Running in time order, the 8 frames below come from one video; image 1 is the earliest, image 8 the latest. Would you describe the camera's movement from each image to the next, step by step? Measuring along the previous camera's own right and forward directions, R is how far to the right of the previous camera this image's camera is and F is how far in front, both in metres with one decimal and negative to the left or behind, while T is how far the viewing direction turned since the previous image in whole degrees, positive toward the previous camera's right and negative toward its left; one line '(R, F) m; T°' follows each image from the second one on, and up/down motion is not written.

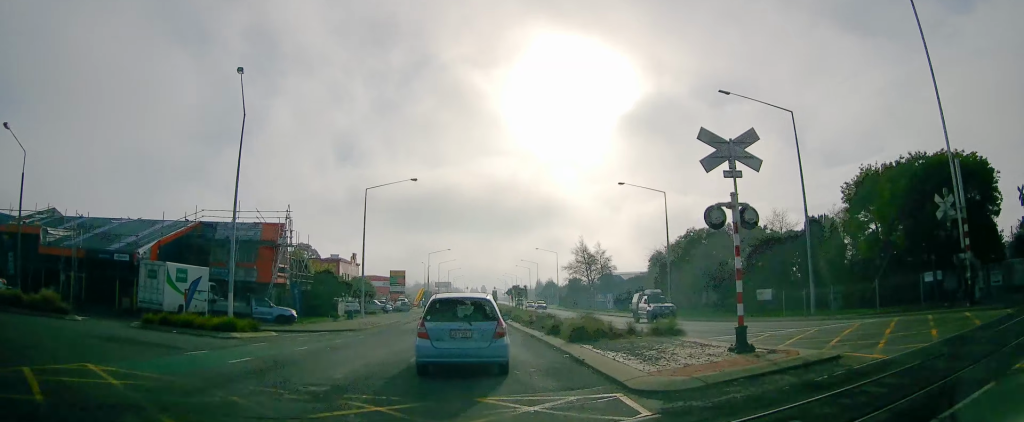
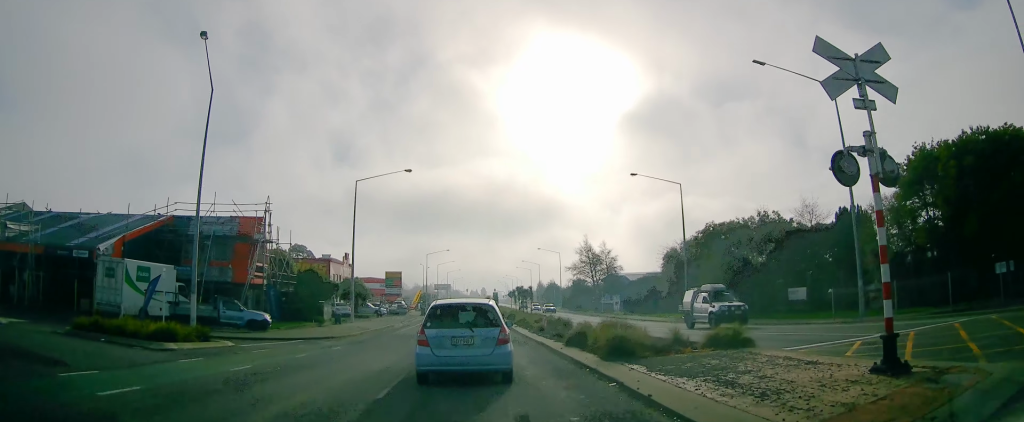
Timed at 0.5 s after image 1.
(0.0, +4.6) m; +1°
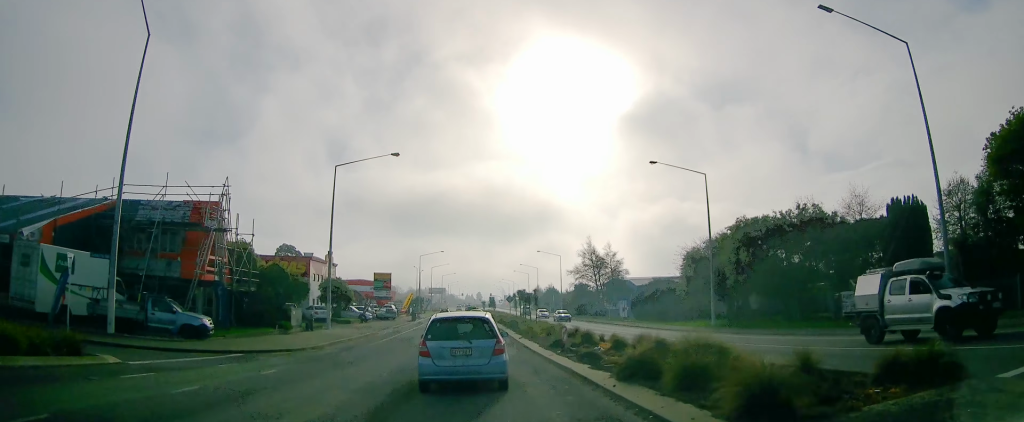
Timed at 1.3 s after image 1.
(+0.2, +7.0) m; +1°
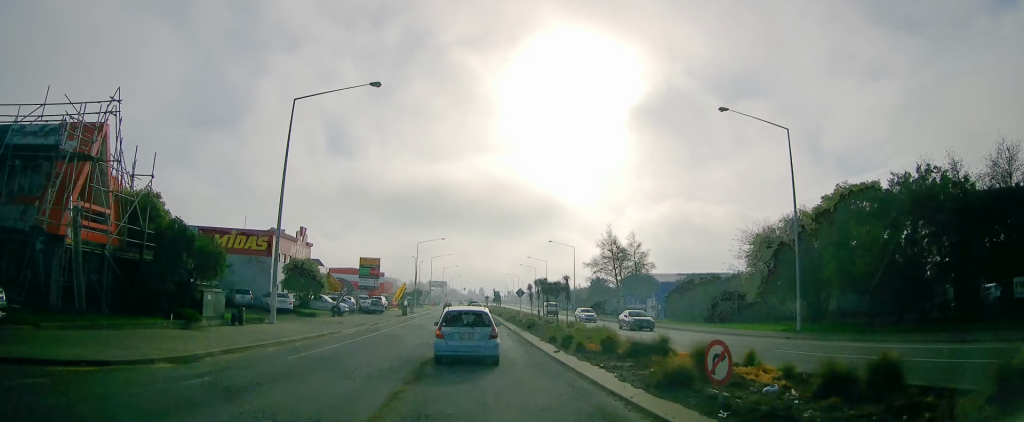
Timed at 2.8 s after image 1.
(-0.2, +13.6) m; -2°
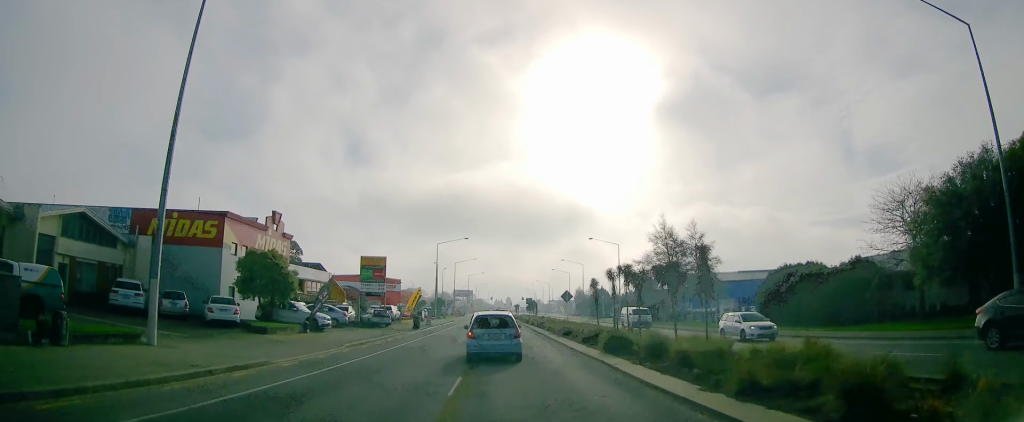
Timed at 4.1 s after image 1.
(-0.3, +14.1) m; +2°
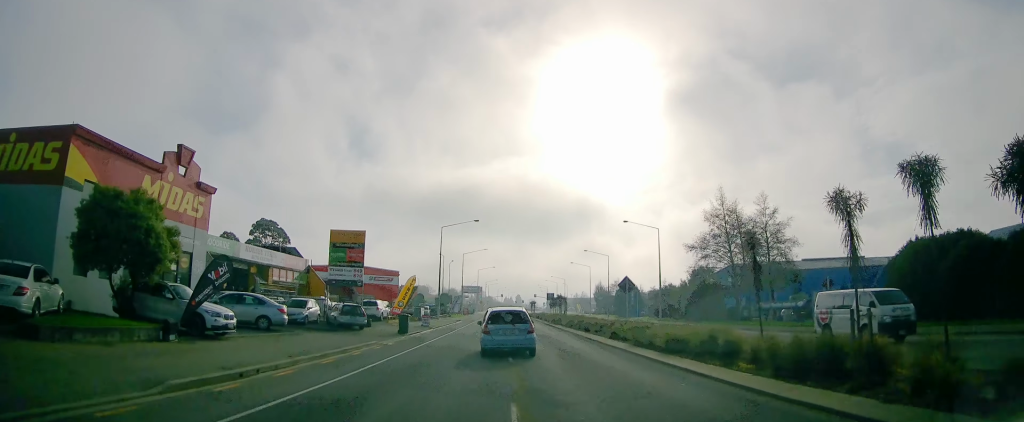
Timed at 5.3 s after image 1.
(+0.8, +14.3) m; -2°
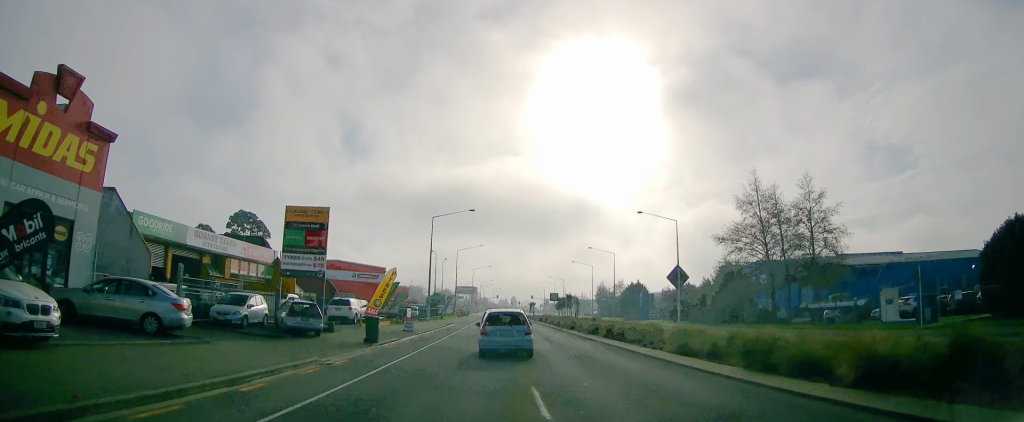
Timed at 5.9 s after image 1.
(-0.9, +8.5) m; 0°
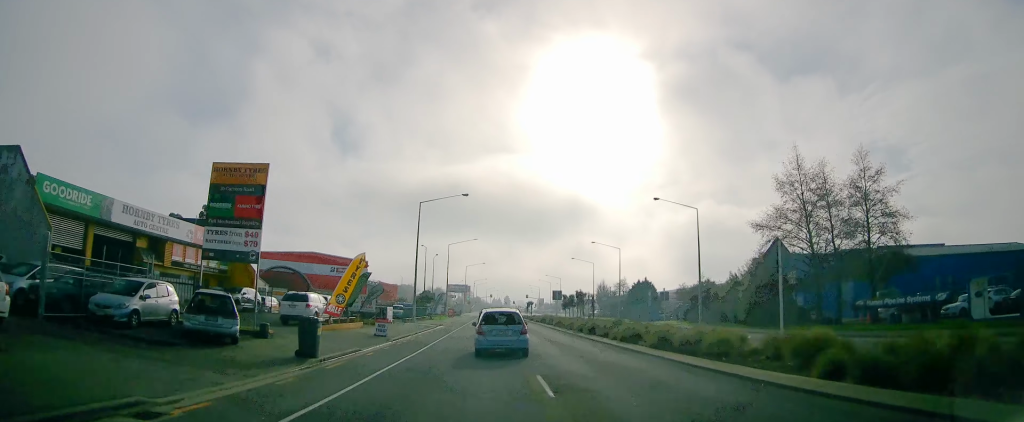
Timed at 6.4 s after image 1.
(-0.3, +8.2) m; 0°
